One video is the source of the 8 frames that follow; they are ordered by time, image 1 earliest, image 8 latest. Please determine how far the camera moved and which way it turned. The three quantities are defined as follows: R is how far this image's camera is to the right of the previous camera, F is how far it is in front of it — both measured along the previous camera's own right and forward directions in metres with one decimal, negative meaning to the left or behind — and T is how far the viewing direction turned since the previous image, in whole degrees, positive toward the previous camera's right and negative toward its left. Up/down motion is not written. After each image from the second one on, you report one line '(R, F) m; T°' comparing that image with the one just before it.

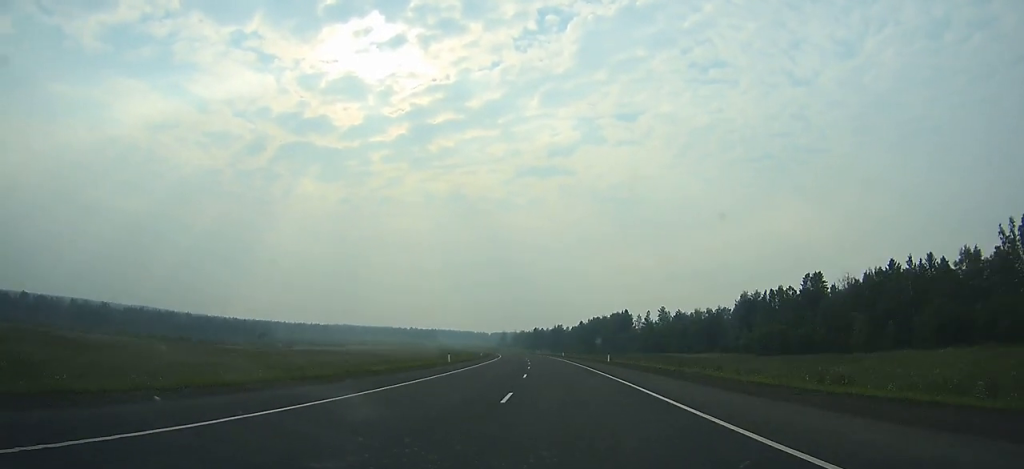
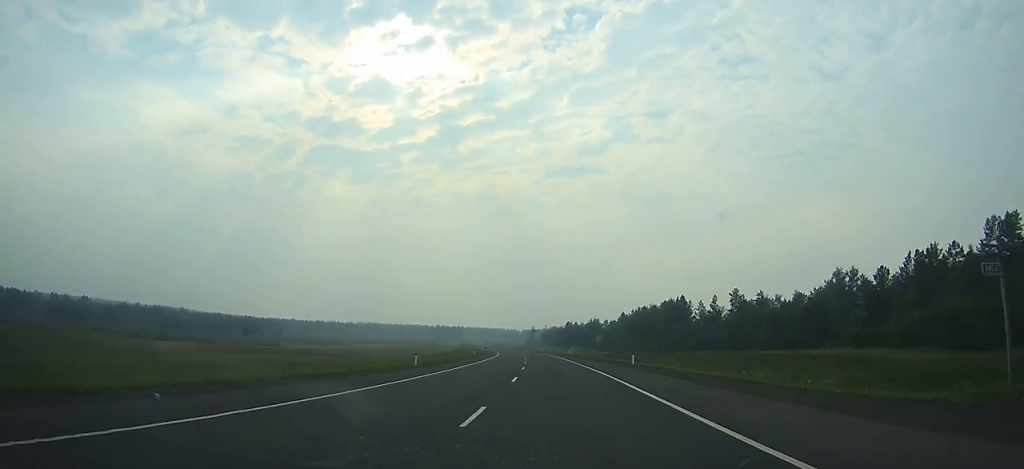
(-2.3, +61.4) m; -3°
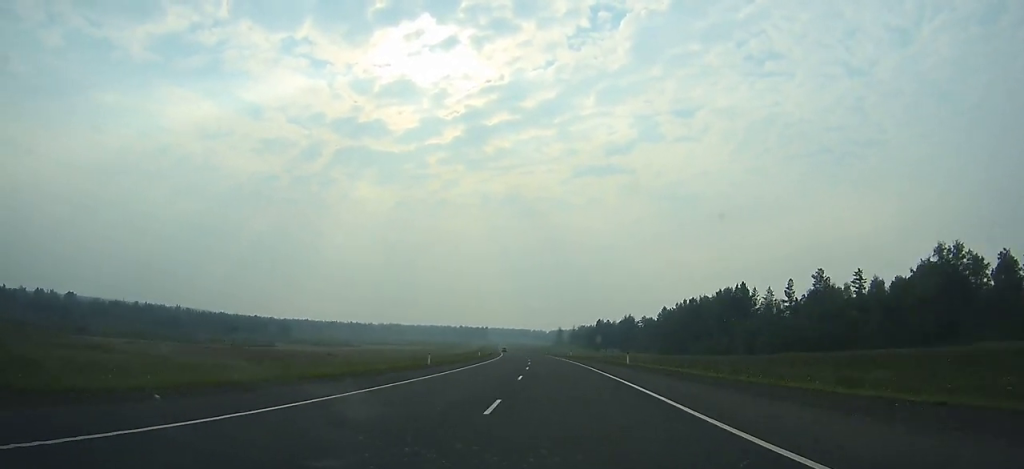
(-0.3, +43.8) m; -2°
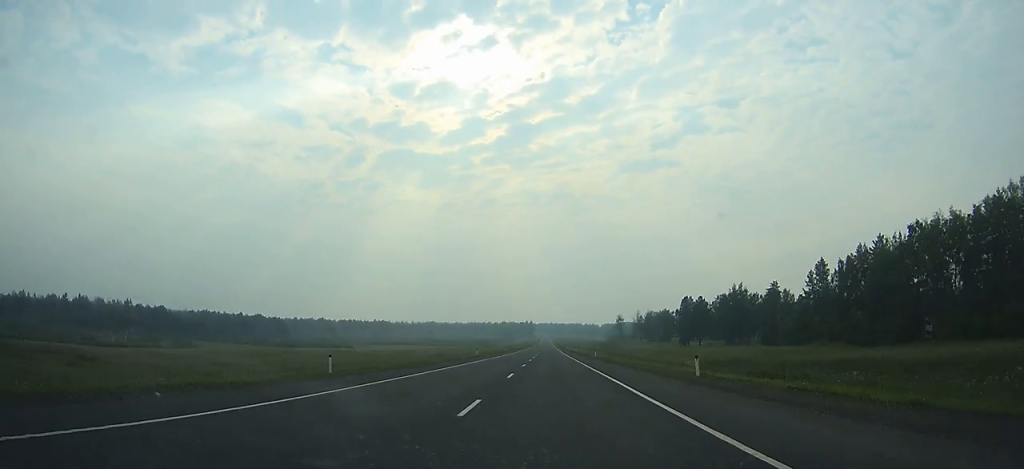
(-6.2, +116.2) m; -4°
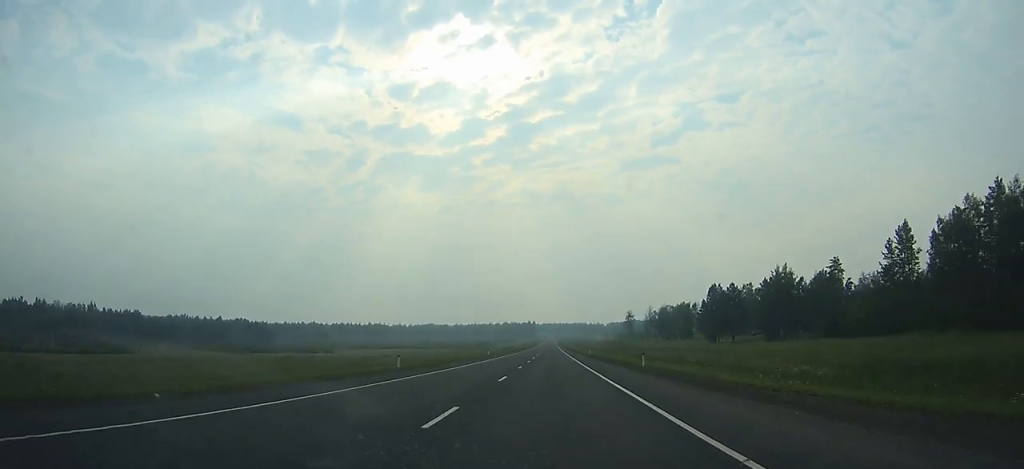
(-0.5, +37.5) m; -1°
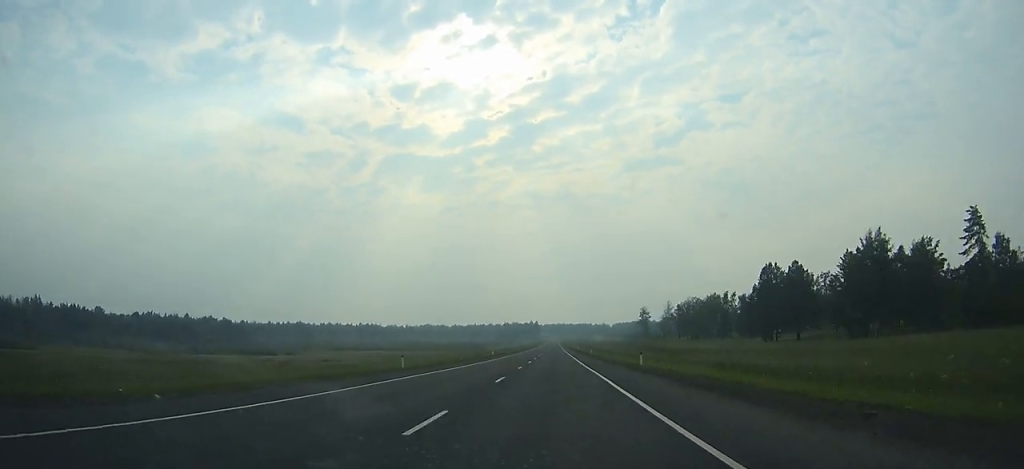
(-0.3, +47.2) m; 0°
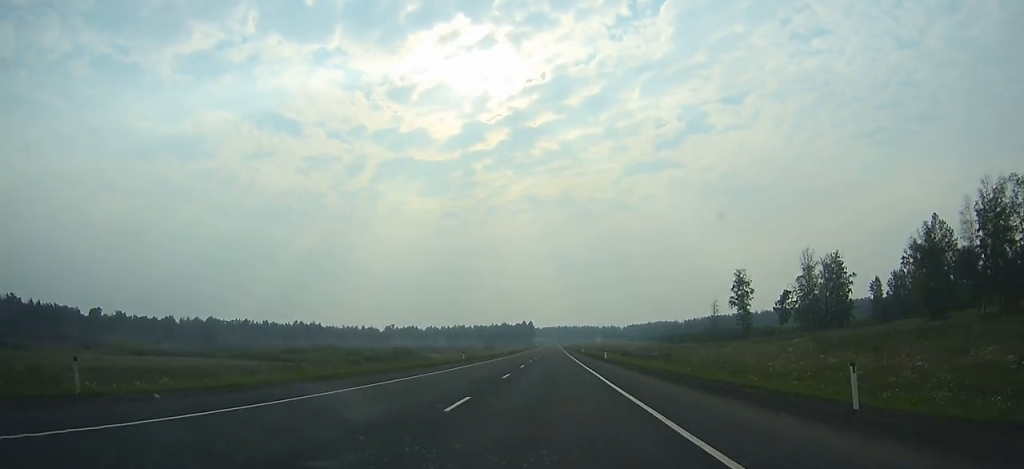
(-1.0, +171.3) m; 0°
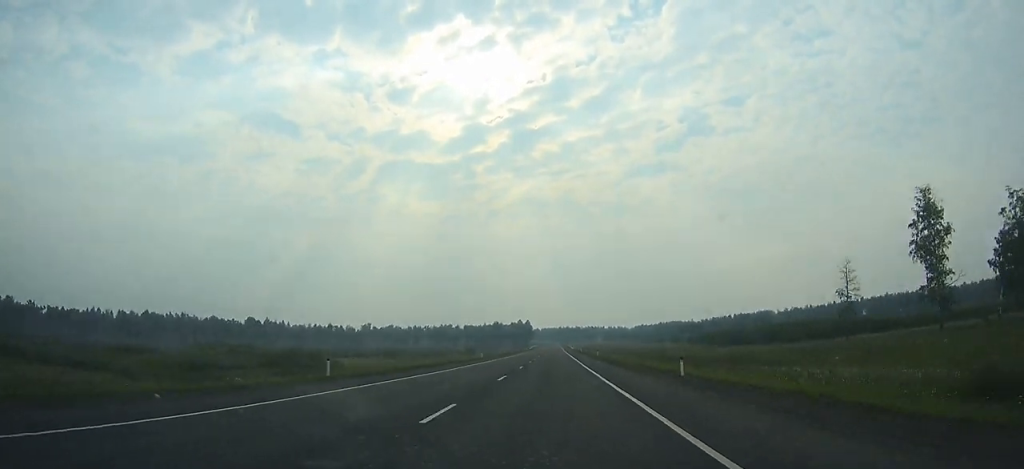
(+0.2, +81.6) m; 0°
